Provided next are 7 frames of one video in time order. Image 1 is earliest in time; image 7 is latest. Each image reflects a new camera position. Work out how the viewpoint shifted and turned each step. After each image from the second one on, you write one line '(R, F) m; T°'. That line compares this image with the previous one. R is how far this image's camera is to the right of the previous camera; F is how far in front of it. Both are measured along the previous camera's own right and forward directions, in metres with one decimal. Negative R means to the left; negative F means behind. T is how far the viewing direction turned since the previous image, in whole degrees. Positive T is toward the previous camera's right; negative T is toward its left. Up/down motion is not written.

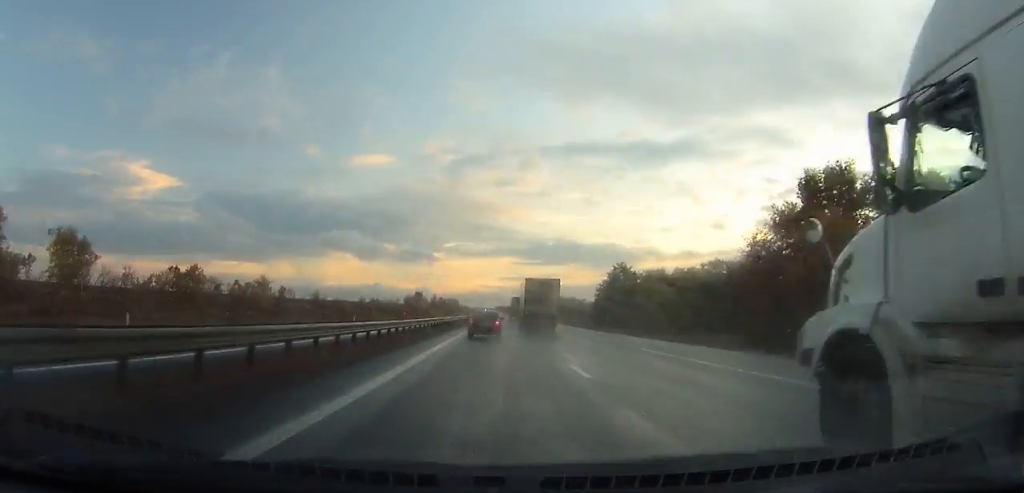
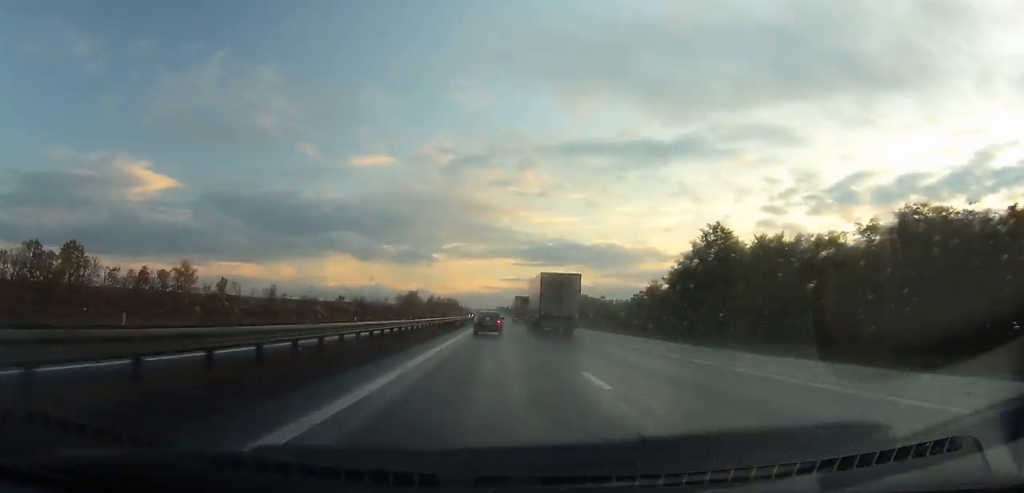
(0.0, +48.0) m; 0°
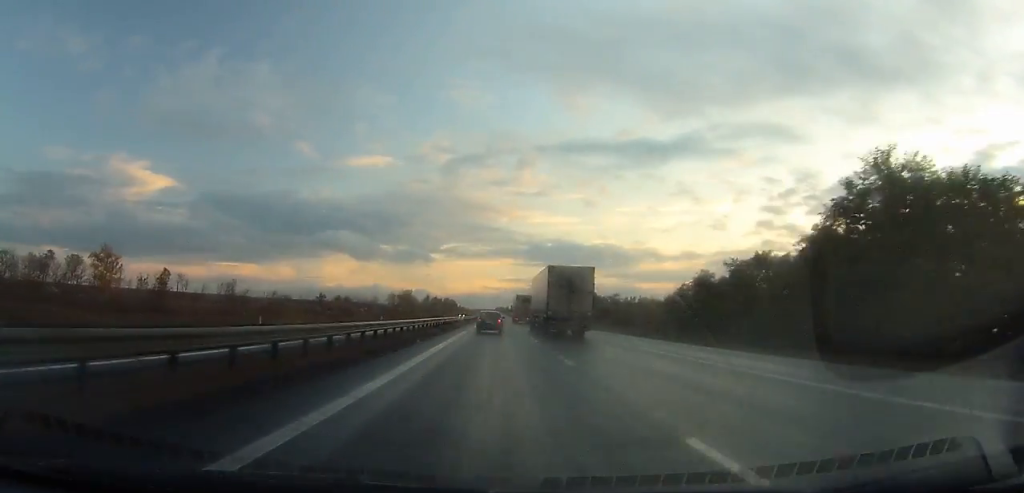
(0.0, +30.7) m; 0°
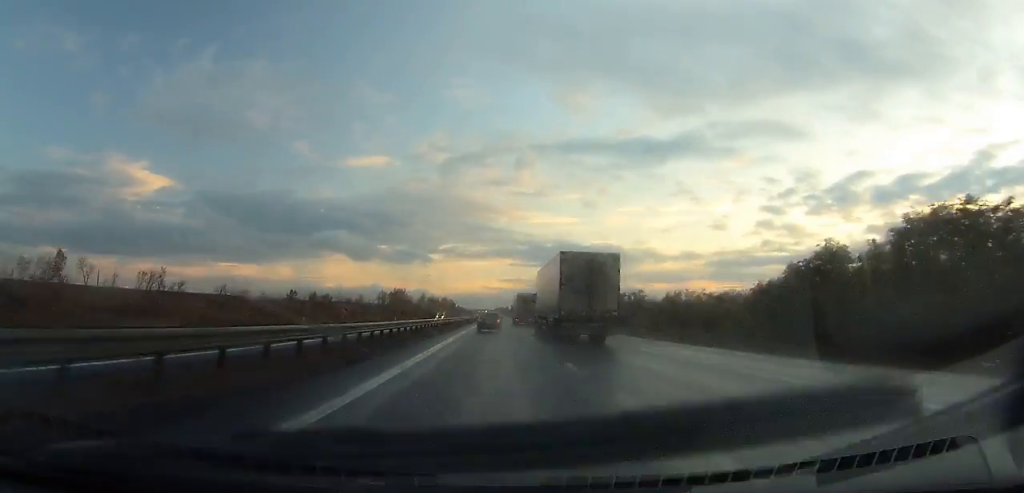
(+0.1, +38.0) m; 0°
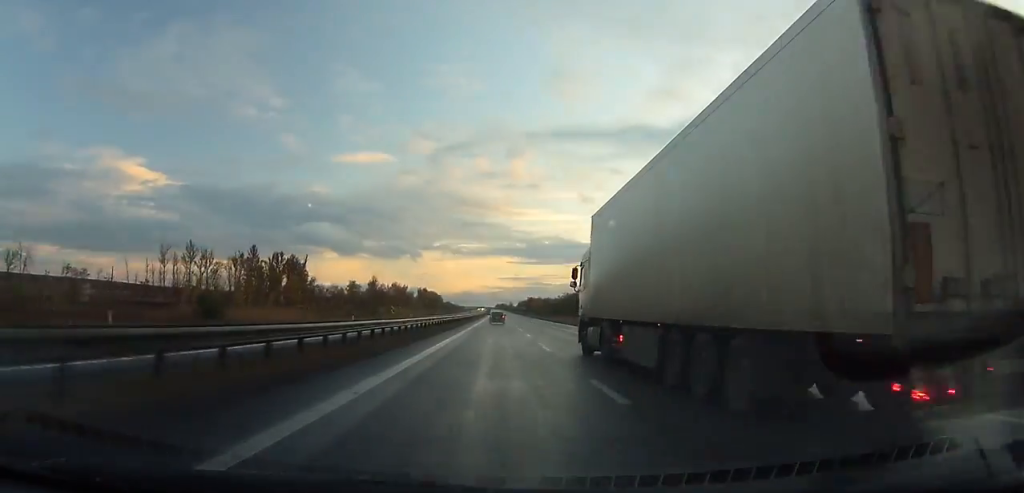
(-1.9, +278.7) m; -1°
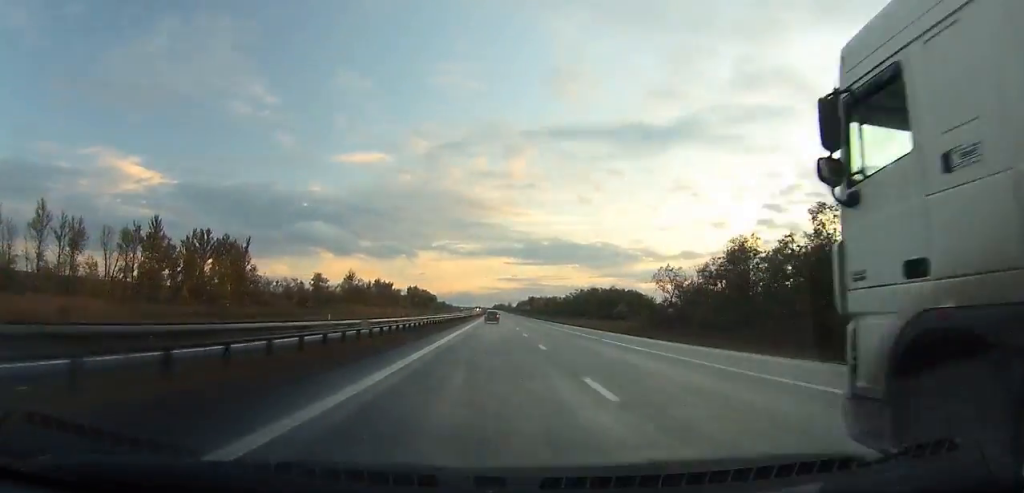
(-0.1, +60.8) m; 0°
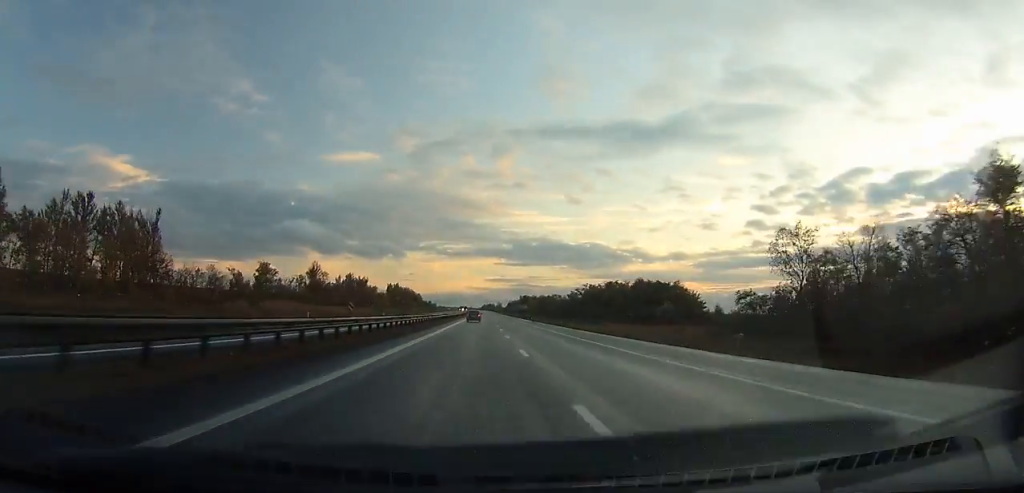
(+0.1, +51.8) m; 0°
